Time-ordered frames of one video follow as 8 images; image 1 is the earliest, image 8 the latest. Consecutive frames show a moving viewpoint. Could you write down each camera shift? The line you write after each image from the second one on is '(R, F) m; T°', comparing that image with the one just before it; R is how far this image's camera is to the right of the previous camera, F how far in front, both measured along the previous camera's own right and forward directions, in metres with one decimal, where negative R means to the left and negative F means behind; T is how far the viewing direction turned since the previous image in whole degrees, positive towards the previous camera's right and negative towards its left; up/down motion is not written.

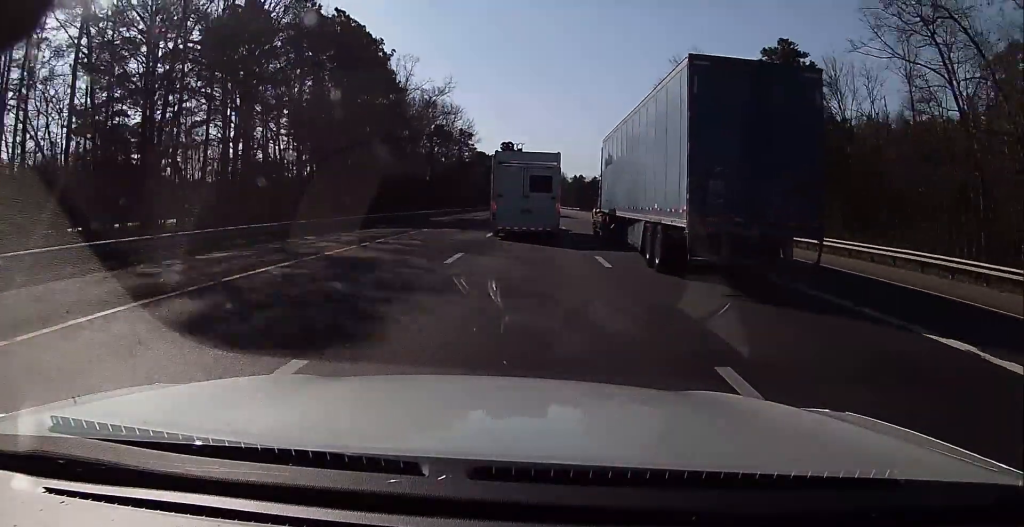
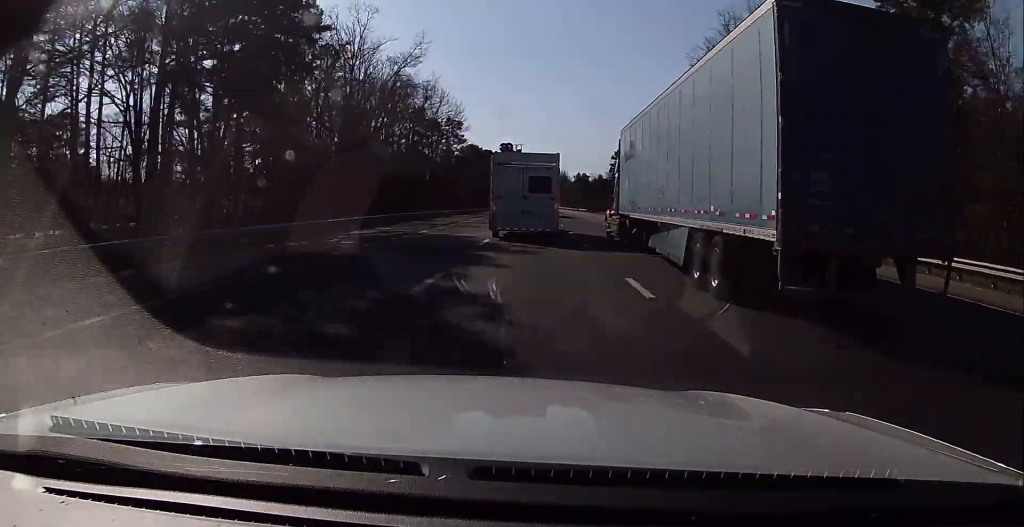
(-0.1, +29.0) m; 0°
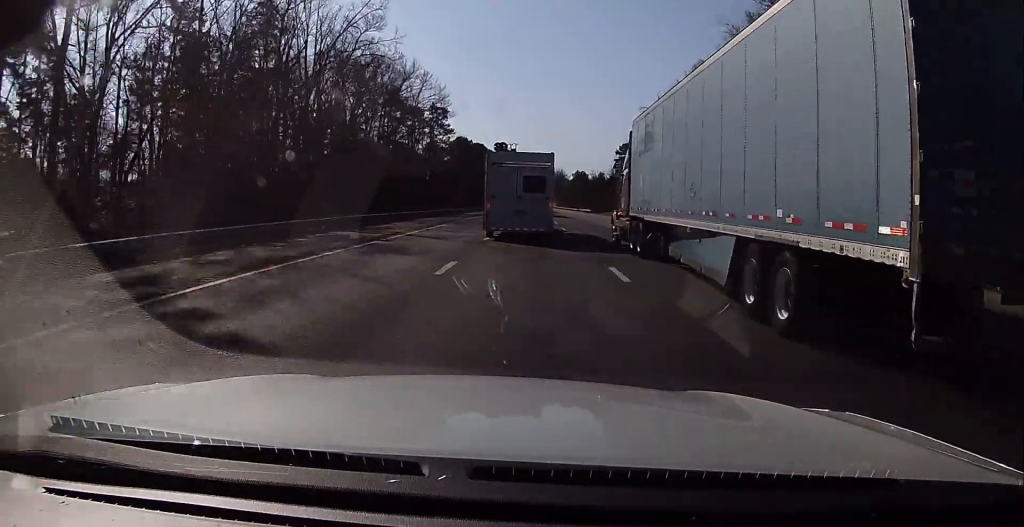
(-0.3, +21.2) m; 0°
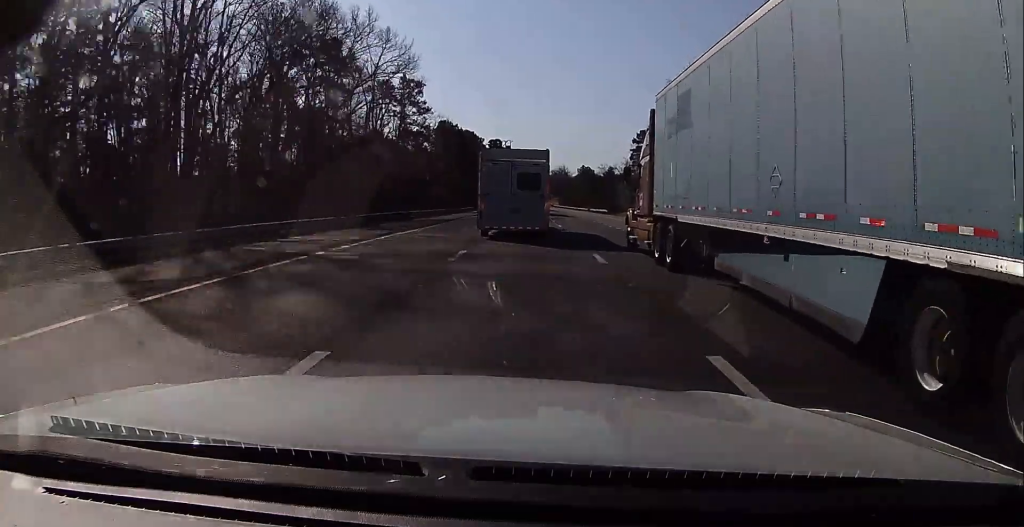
(+0.4, +33.9) m; 0°
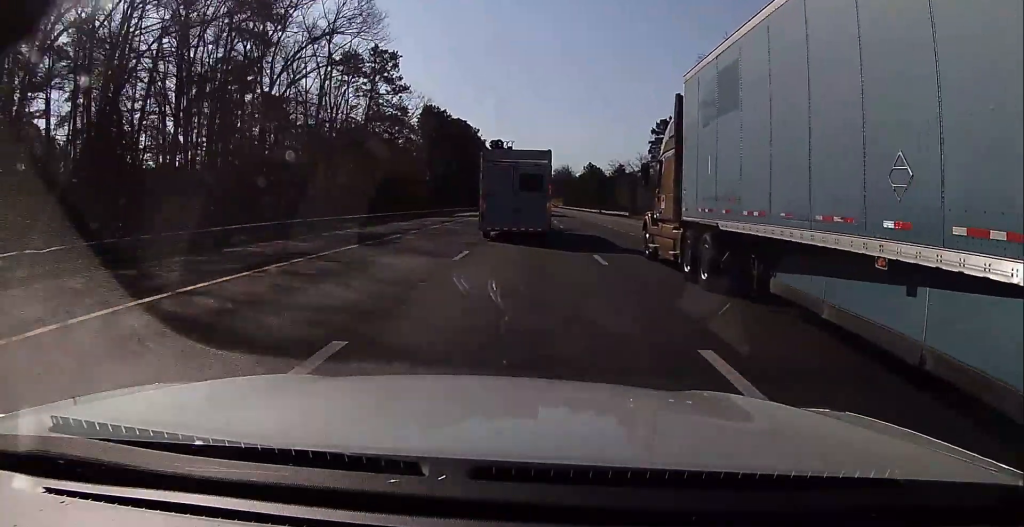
(-0.1, +23.7) m; 0°
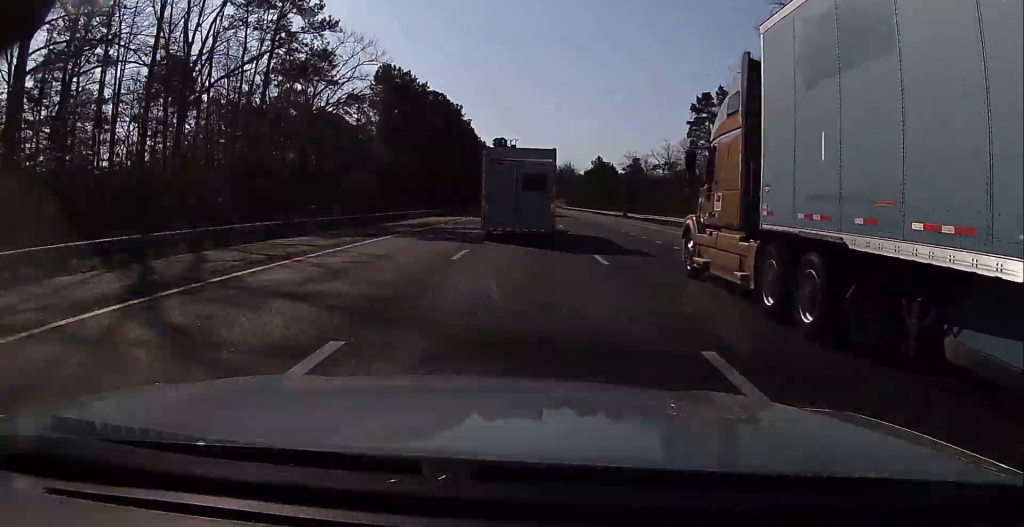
(+0.2, +36.4) m; +1°
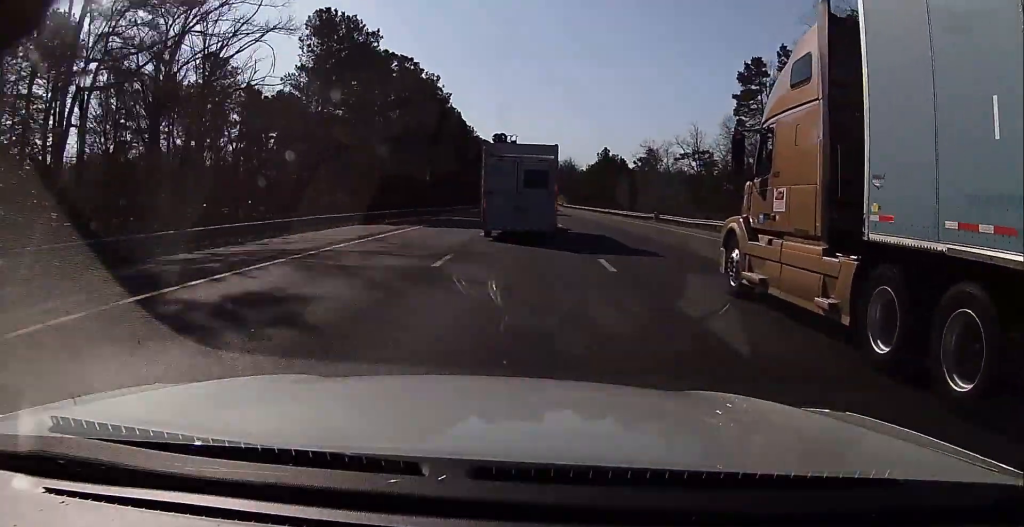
(+0.5, +26.4) m; 0°
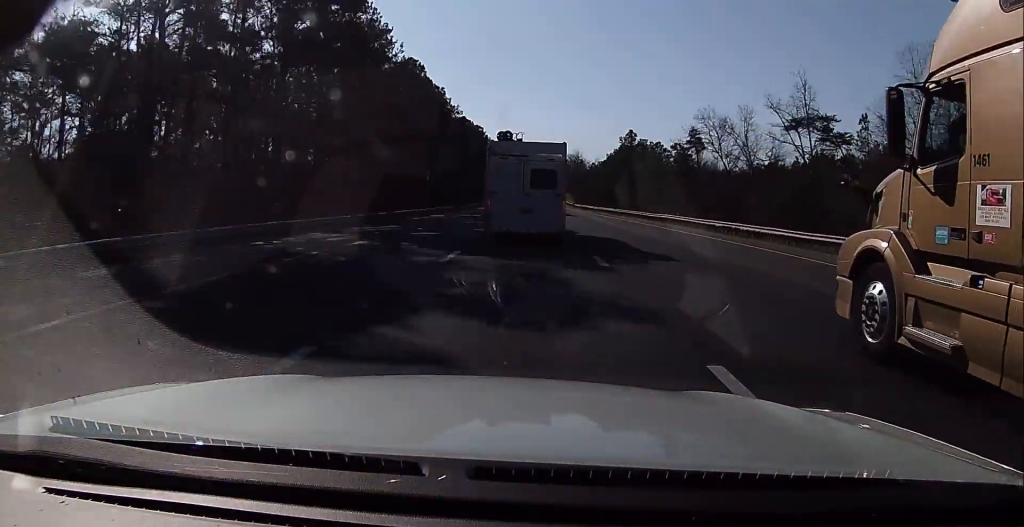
(-0.6, +48.1) m; 0°
